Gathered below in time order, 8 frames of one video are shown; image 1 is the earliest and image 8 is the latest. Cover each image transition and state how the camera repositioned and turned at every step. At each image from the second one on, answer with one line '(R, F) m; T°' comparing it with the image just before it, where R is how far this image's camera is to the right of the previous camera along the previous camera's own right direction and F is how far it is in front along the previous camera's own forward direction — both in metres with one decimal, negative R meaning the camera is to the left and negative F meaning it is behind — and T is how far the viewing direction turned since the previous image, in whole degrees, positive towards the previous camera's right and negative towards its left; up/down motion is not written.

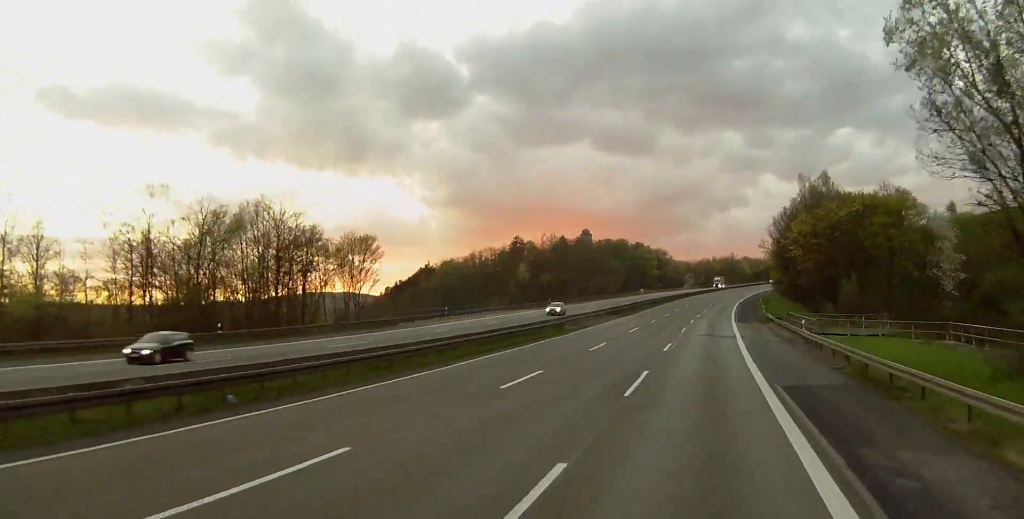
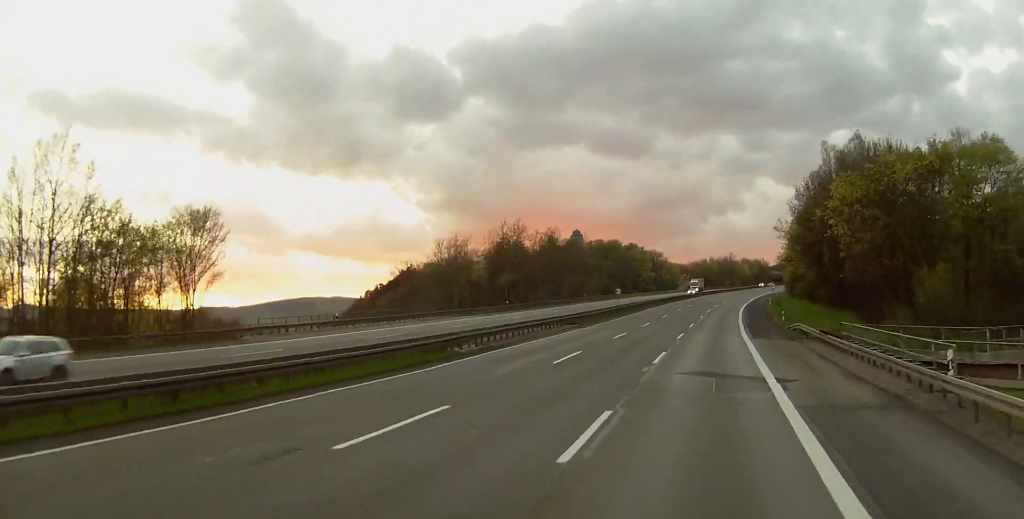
(+0.7, +30.3) m; +1°
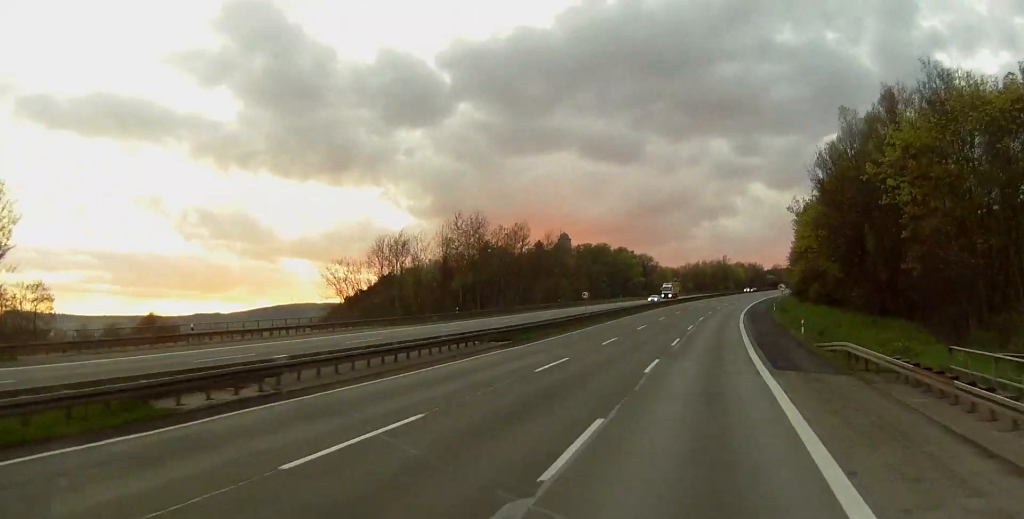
(0.0, +21.0) m; -1°
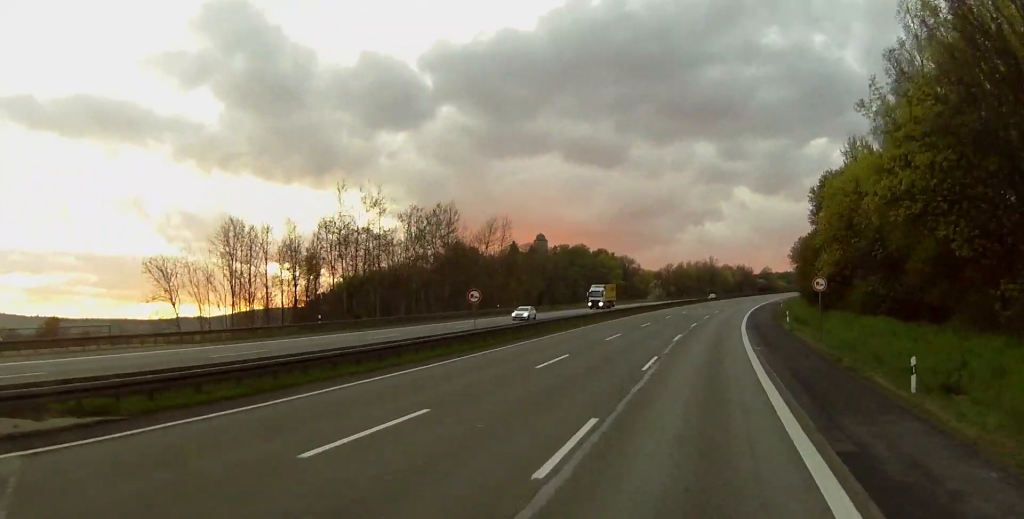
(-0.4, +33.3) m; 0°
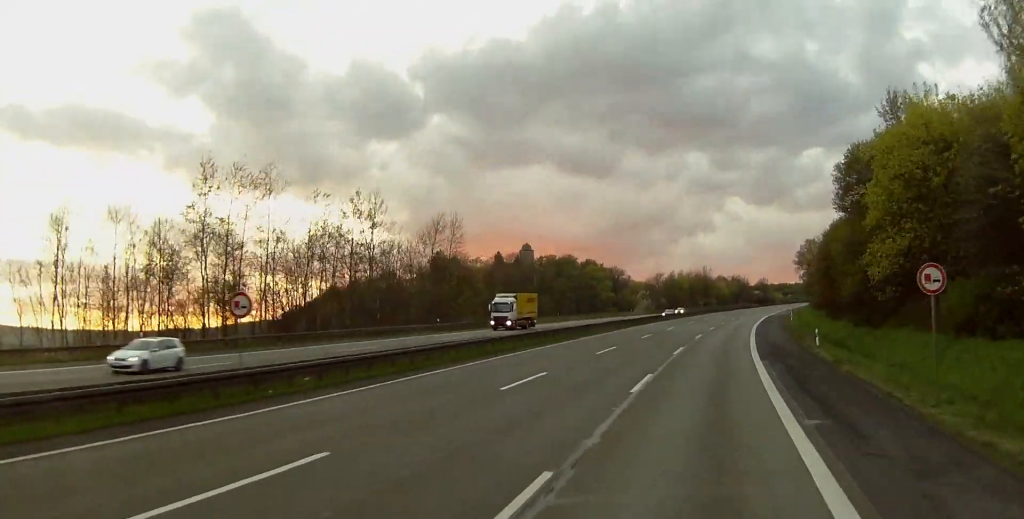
(+0.5, +22.8) m; +1°
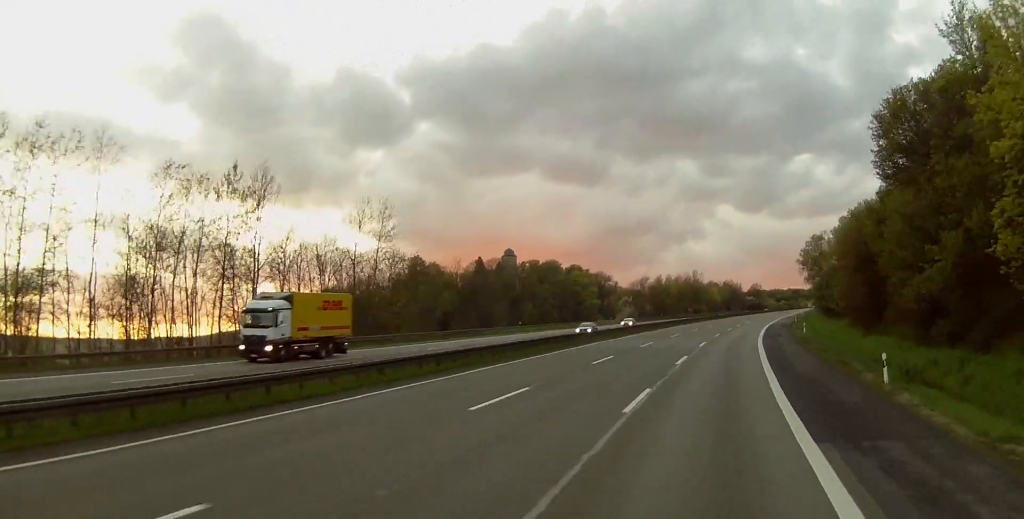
(0.0, +21.1) m; 0°
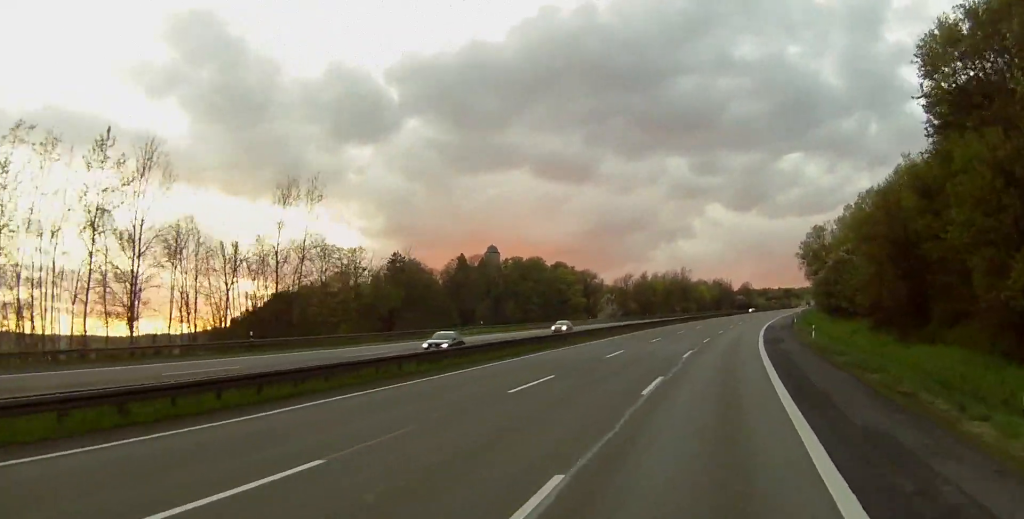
(-0.1, +14.1) m; +1°
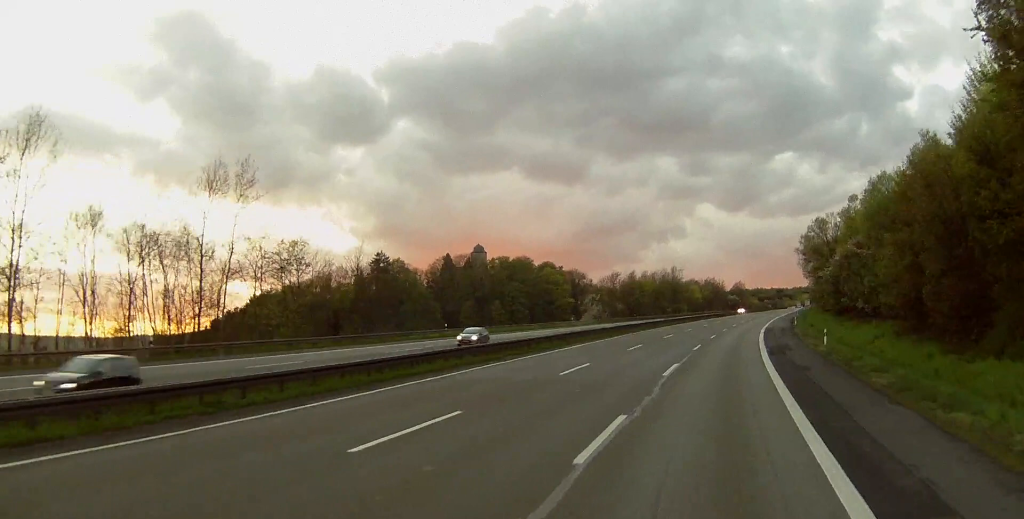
(+0.2, +10.7) m; +1°
